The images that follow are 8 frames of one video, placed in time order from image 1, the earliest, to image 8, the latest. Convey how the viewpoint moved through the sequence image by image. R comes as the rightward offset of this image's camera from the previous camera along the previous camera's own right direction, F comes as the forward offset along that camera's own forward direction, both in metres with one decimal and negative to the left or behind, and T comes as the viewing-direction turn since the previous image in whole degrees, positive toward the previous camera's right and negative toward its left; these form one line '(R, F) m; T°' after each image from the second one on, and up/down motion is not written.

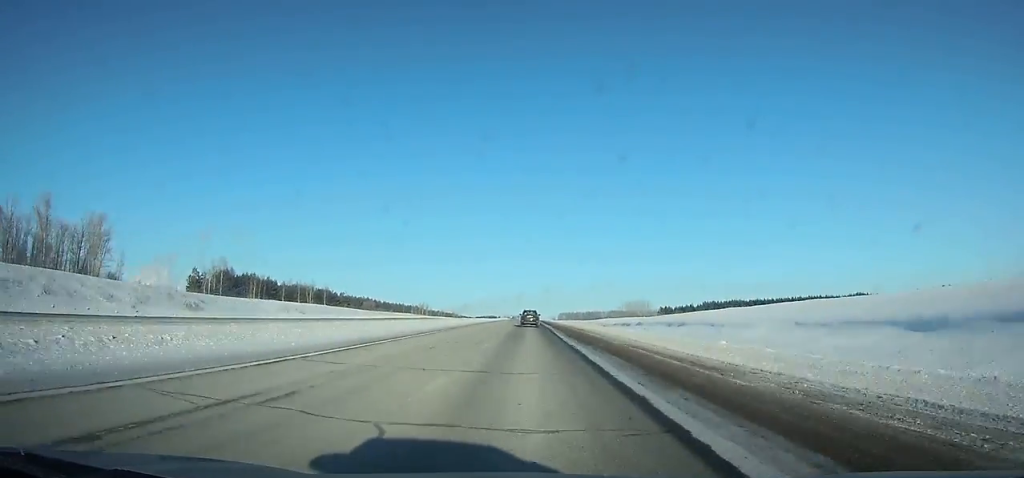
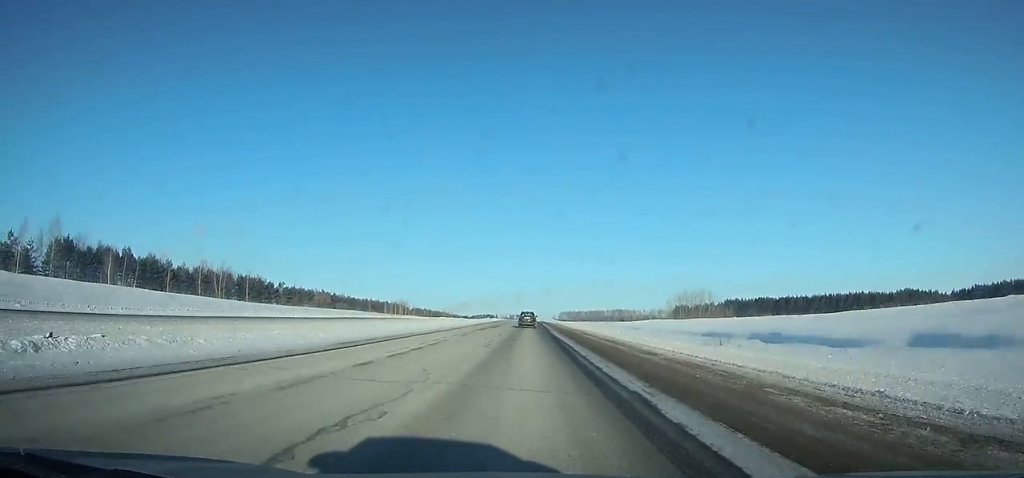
(-0.1, +63.8) m; 0°
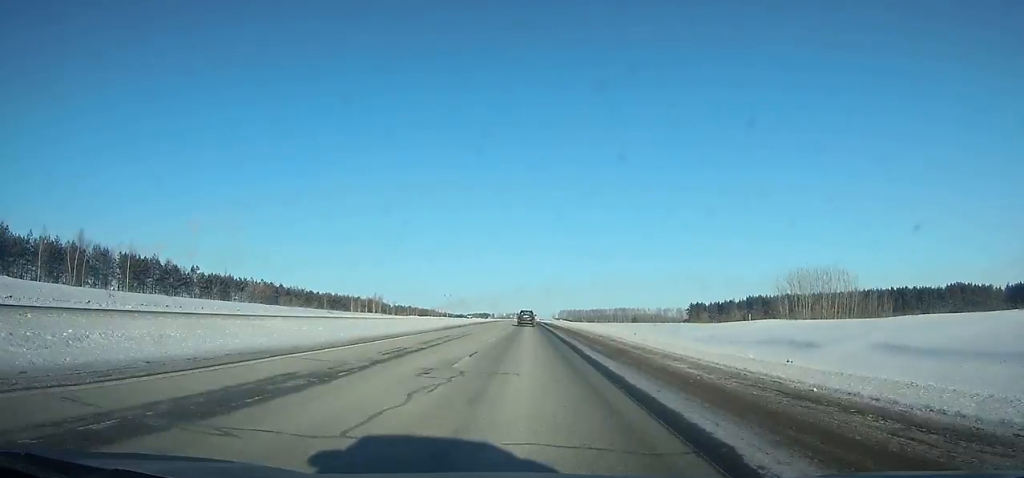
(0.0, +52.9) m; 0°
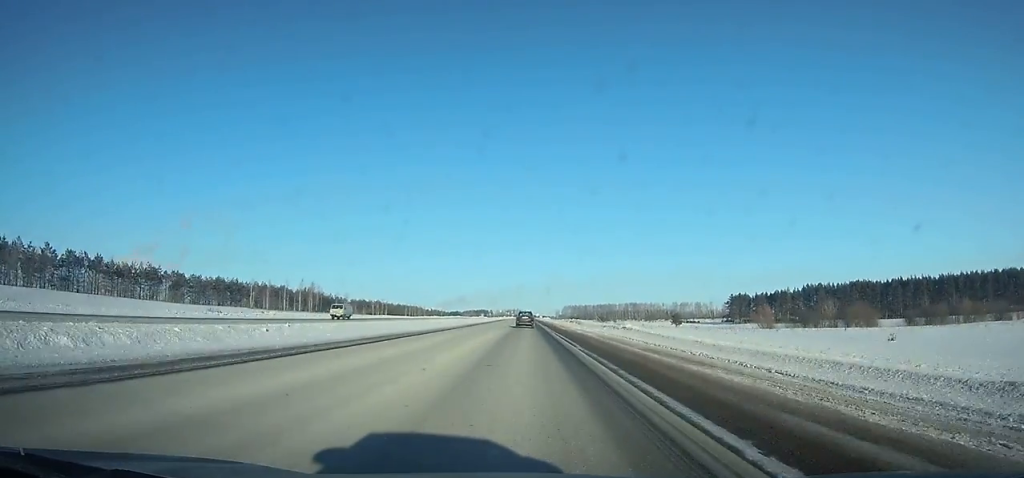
(+0.1, +89.2) m; 0°
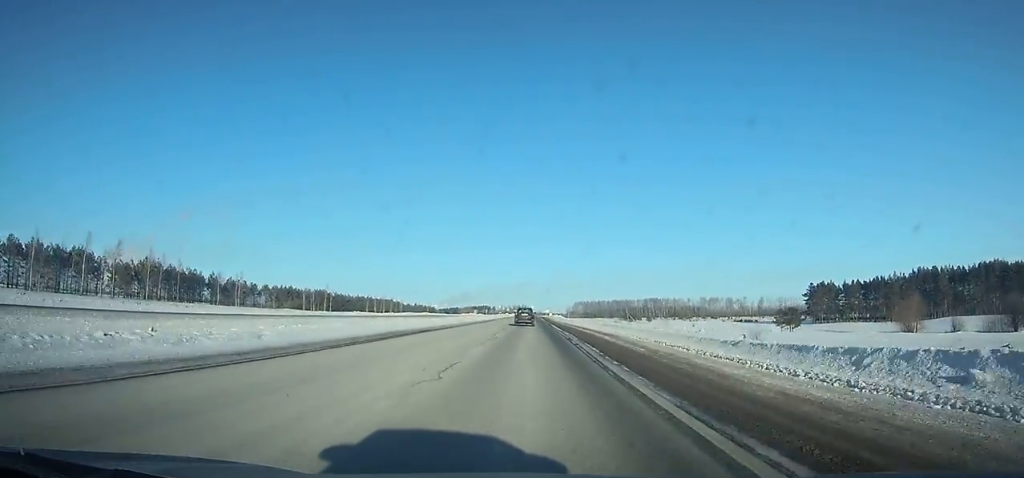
(-0.4, +99.4) m; -1°
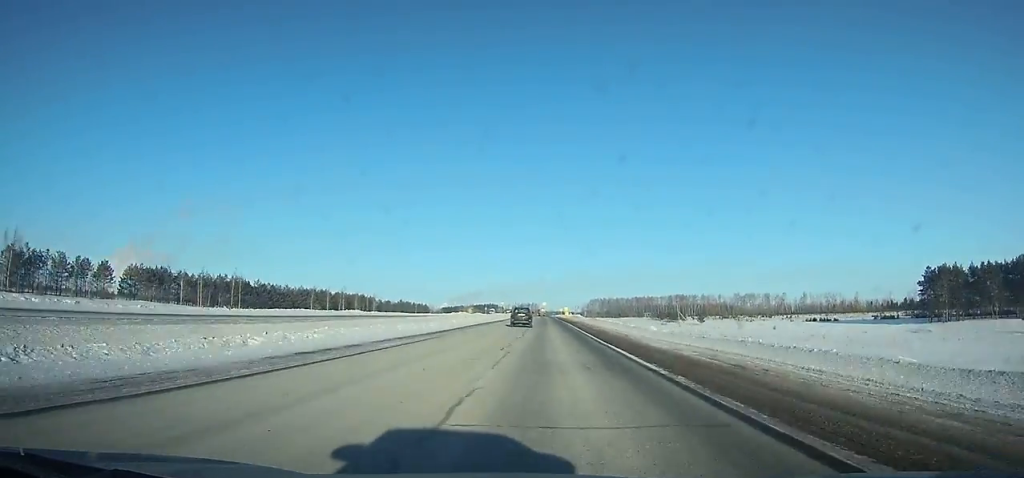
(-0.6, +78.7) m; -1°
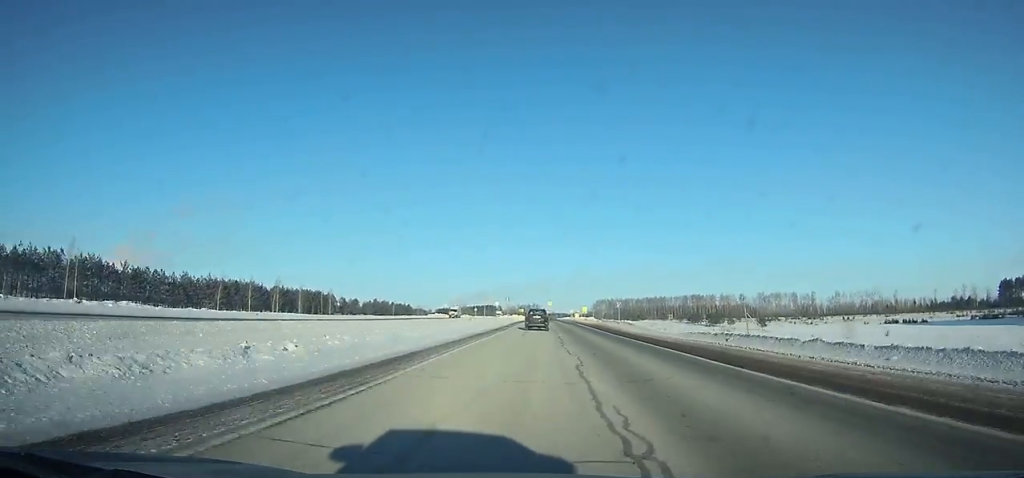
(-0.3, +61.4) m; 0°
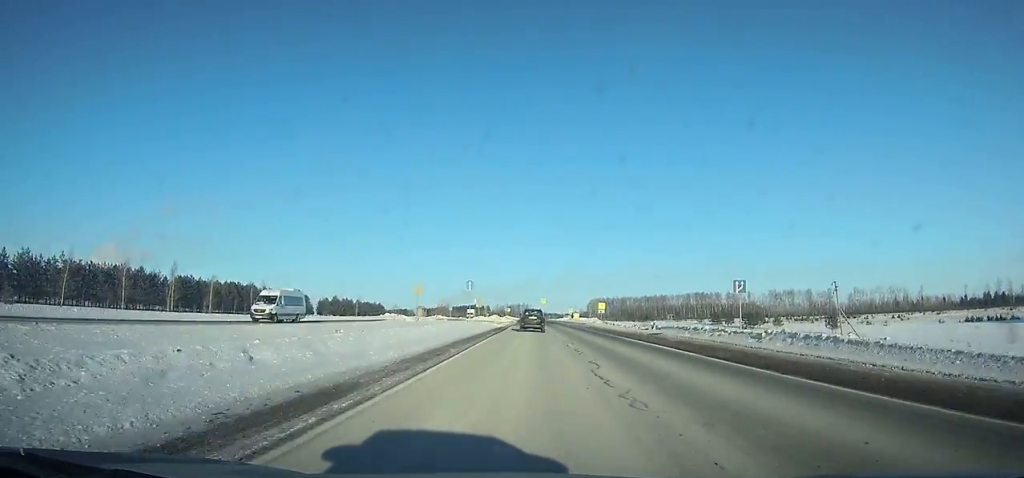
(+0.1, +47.4) m; 0°
